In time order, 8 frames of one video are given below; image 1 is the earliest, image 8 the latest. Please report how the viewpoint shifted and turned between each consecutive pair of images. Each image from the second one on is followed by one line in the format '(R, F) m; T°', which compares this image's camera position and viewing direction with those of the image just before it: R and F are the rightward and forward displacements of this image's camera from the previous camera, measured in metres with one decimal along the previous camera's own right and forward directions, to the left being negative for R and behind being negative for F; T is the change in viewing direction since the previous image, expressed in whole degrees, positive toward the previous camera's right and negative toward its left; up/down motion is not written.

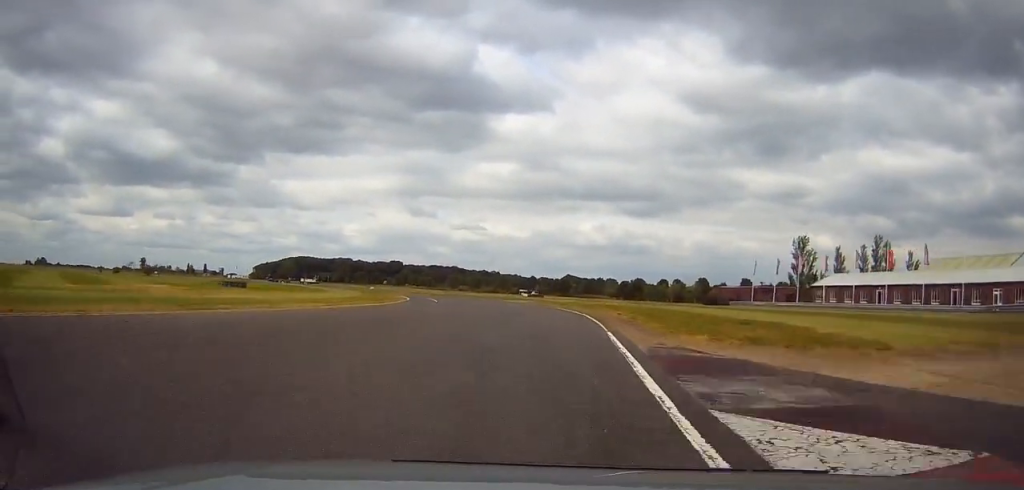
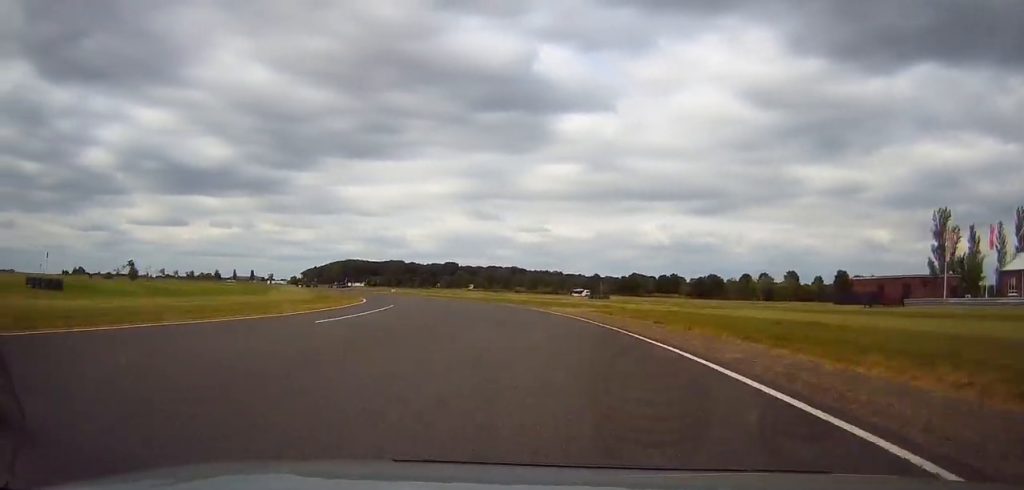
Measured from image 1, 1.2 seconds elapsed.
(-1.5, +38.1) m; -6°
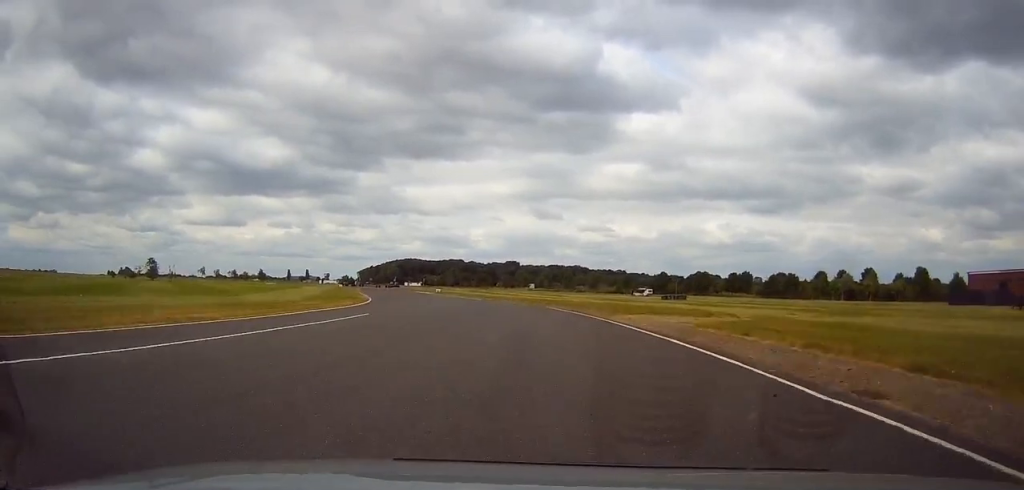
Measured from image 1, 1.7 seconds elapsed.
(+0.1, +17.1) m; -4°
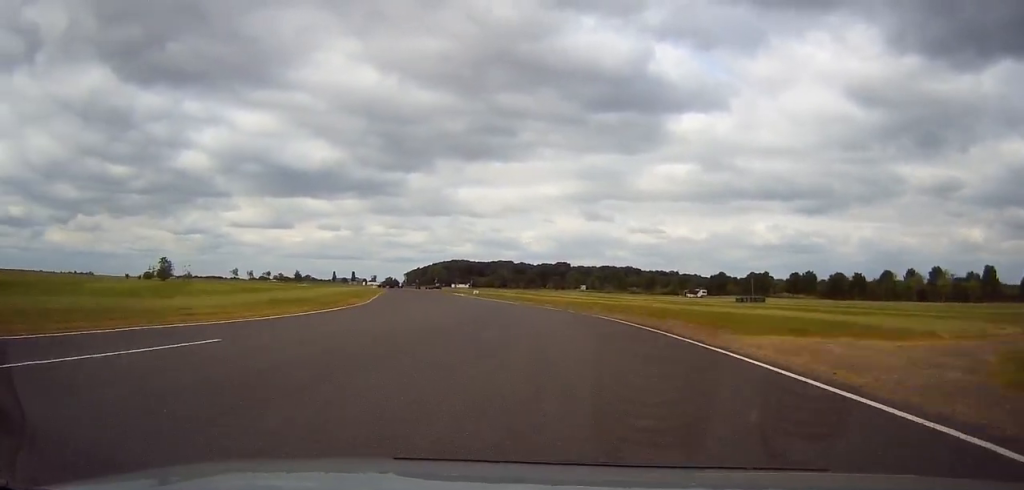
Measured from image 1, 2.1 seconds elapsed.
(-1.0, +16.0) m; -4°
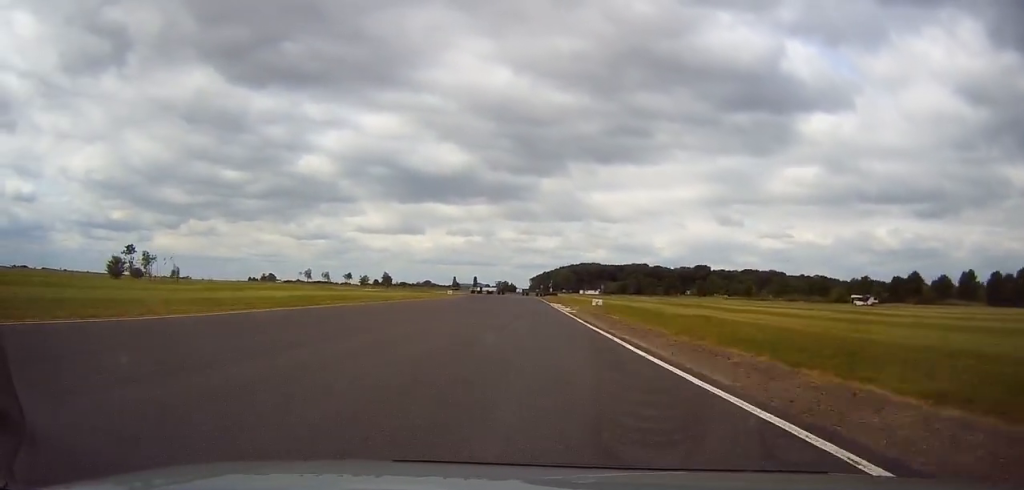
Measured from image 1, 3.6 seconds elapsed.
(-6.3, +58.5) m; -12°
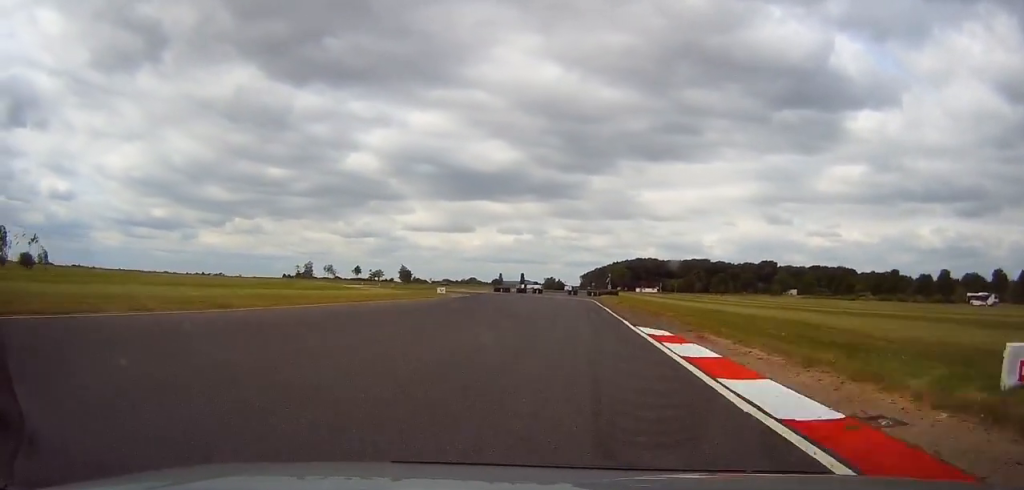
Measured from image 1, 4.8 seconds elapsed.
(-2.6, +48.1) m; -6°
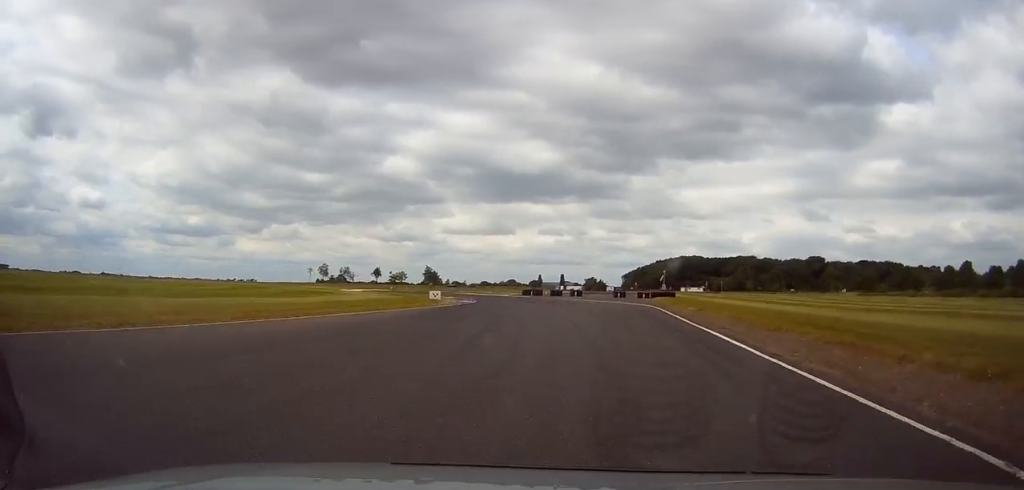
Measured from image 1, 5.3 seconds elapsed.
(-0.3, +20.8) m; -4°
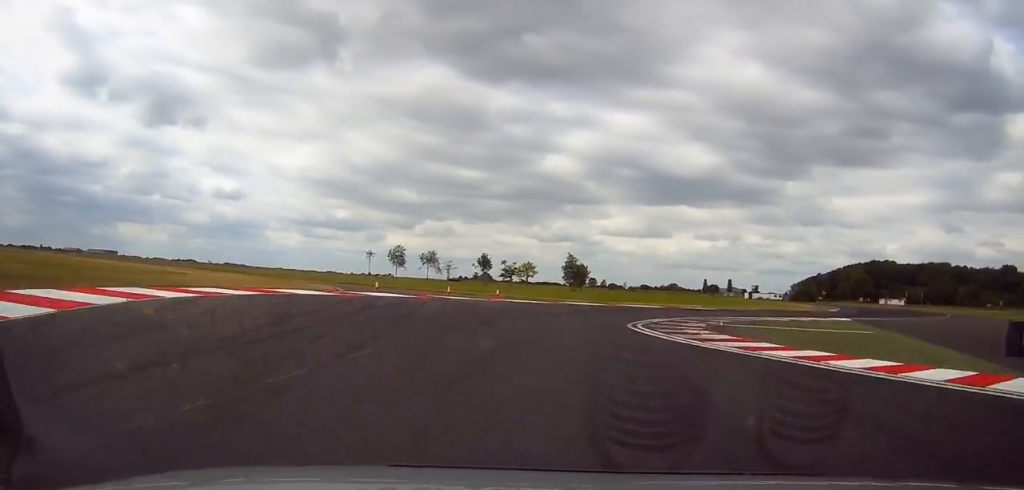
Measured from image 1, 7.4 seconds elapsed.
(-9.4, +74.8) m; -5°
